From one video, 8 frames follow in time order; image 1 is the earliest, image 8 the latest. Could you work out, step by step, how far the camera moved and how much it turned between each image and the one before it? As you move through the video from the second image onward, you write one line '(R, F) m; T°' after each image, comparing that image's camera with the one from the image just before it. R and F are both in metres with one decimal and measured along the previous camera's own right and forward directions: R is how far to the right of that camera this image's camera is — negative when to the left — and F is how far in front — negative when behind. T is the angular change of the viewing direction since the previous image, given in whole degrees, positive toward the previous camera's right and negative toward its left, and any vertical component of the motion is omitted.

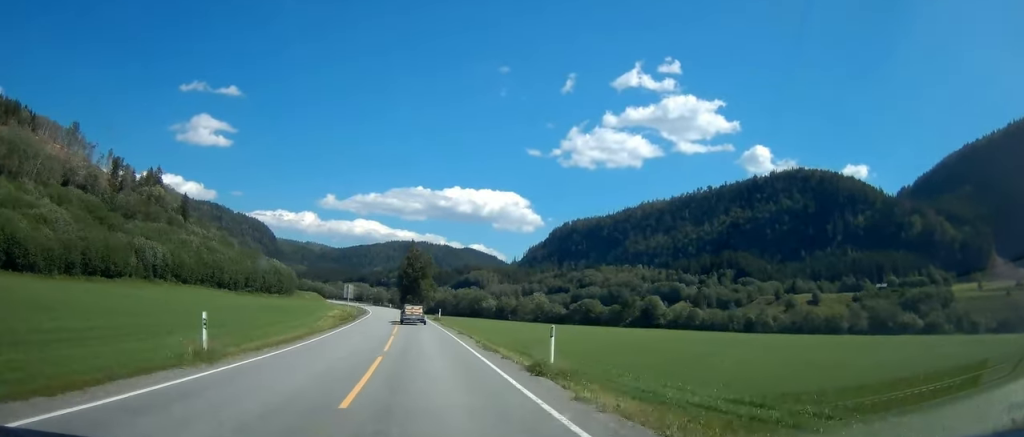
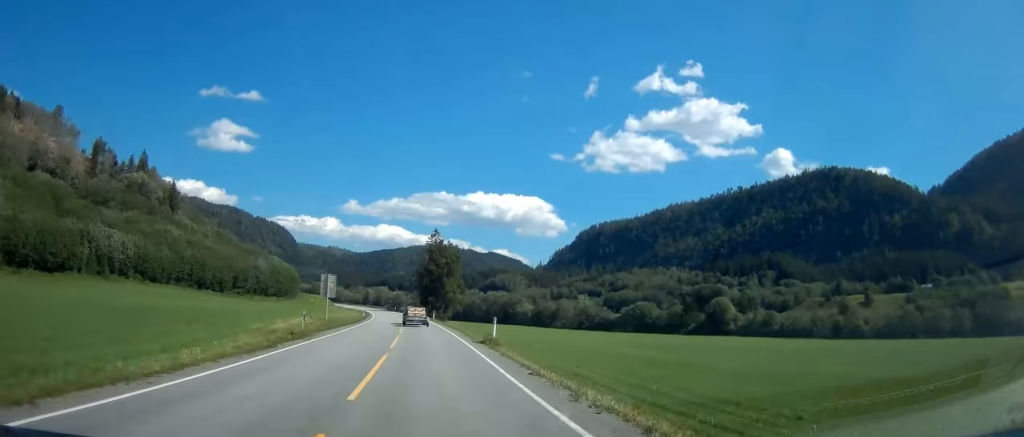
(-0.3, +35.0) m; -1°
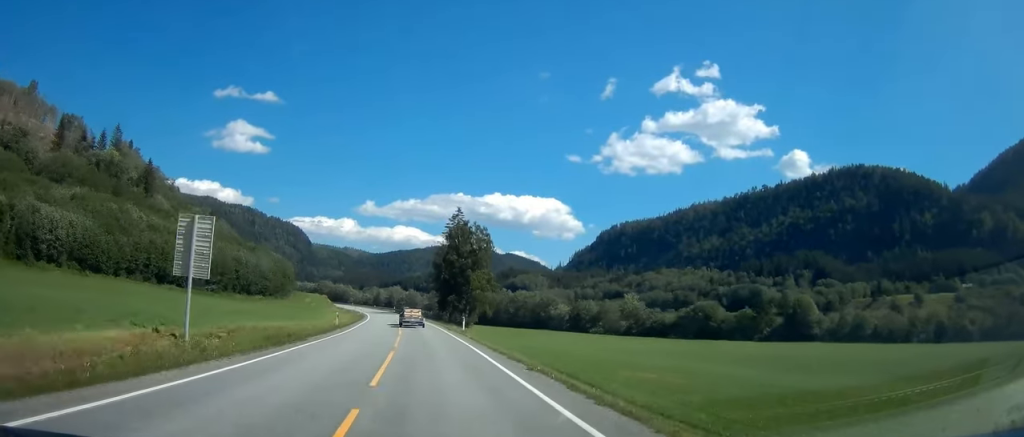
(-0.5, +34.5) m; -2°
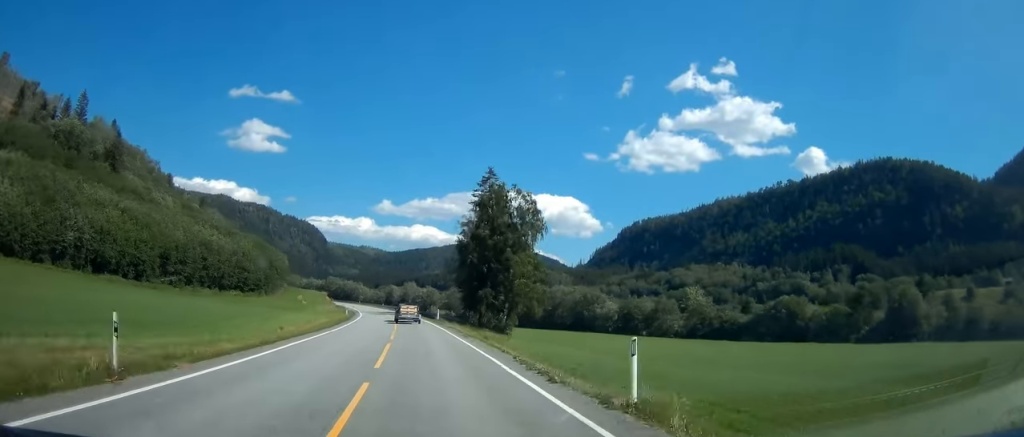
(-0.5, +31.8) m; -2°
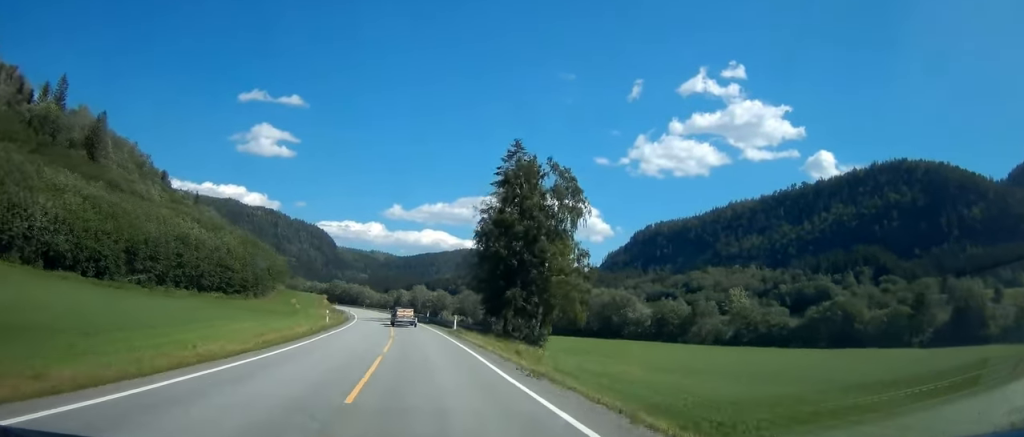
(0.0, +17.0) m; -1°
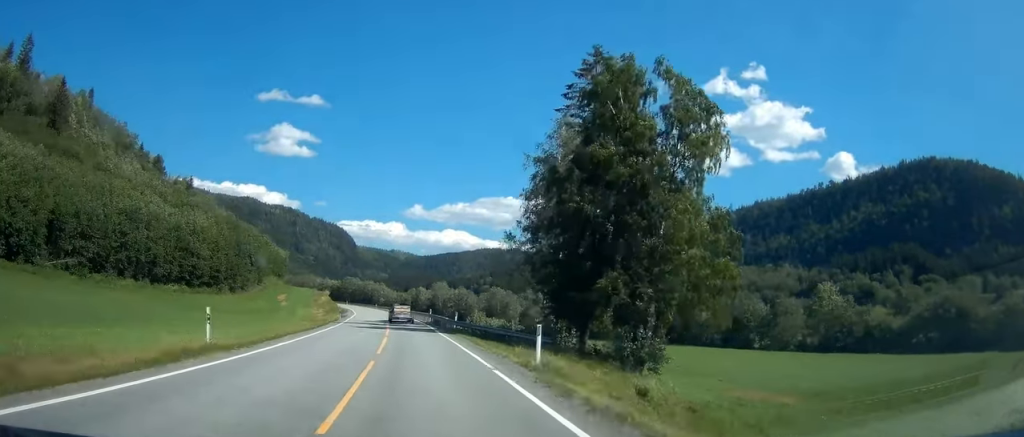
(-0.3, +27.0) m; -2°
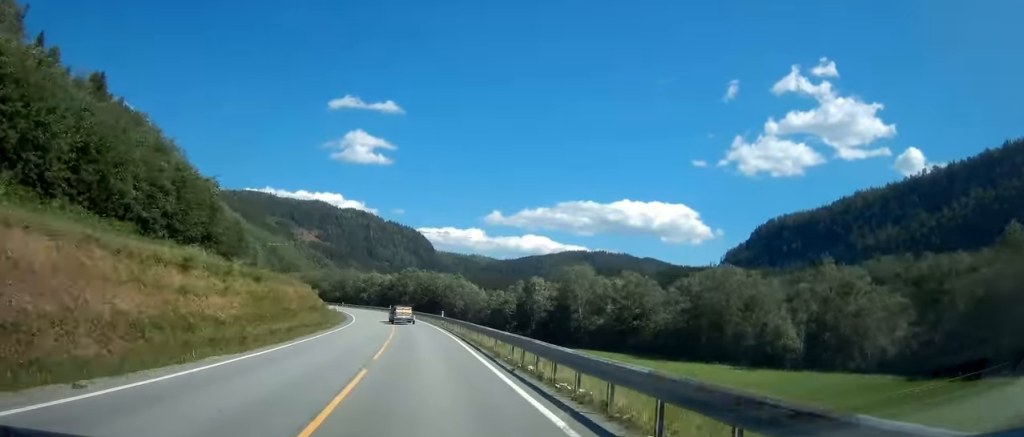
(-6.1, +107.3) m; -6°
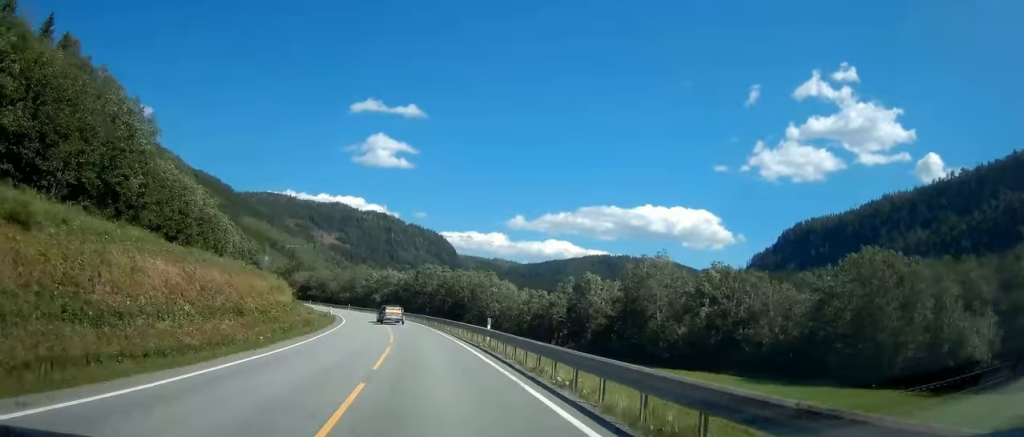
(0.0, +26.4) m; -2°
